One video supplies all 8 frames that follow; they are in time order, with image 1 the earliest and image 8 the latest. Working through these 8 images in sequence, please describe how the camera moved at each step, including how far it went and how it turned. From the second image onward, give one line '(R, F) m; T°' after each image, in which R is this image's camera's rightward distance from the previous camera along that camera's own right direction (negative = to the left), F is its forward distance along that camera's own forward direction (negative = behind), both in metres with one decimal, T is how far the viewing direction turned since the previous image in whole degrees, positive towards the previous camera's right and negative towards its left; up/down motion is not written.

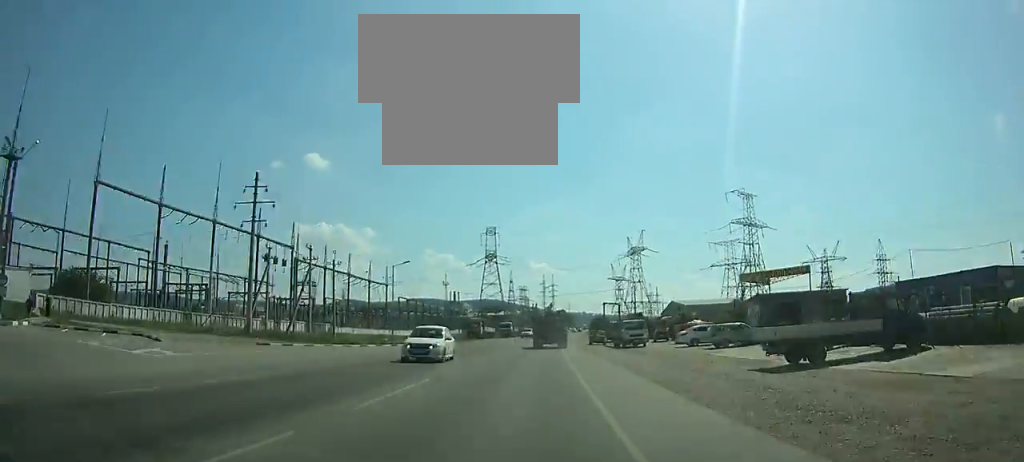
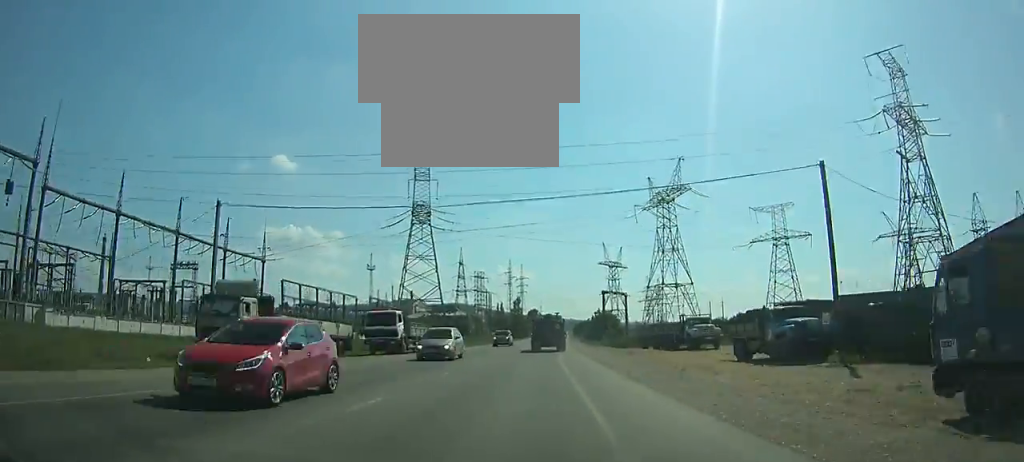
(+1.6, +70.0) m; +2°
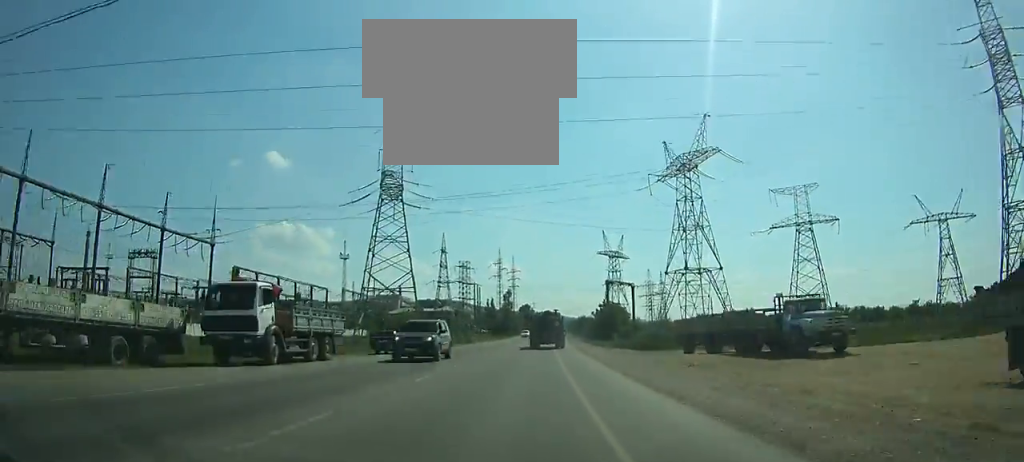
(0.0, +18.7) m; 0°
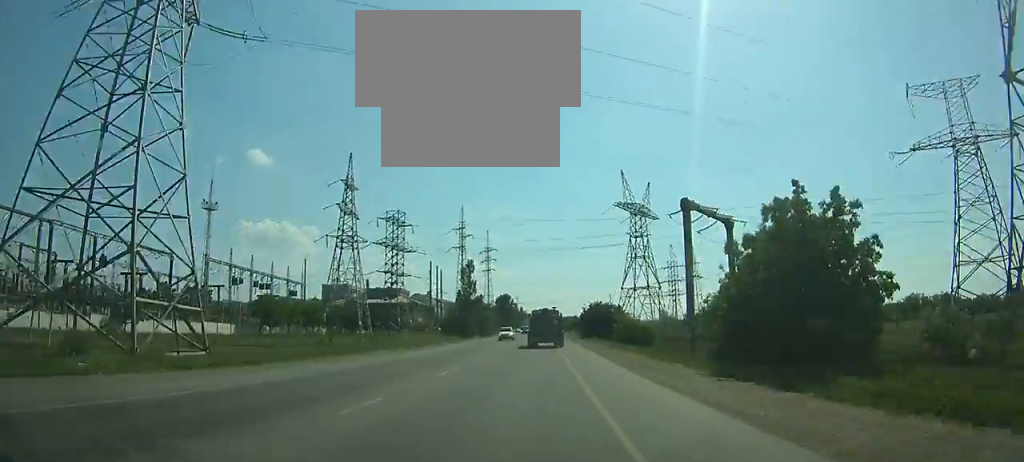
(+1.0, +61.3) m; +2°
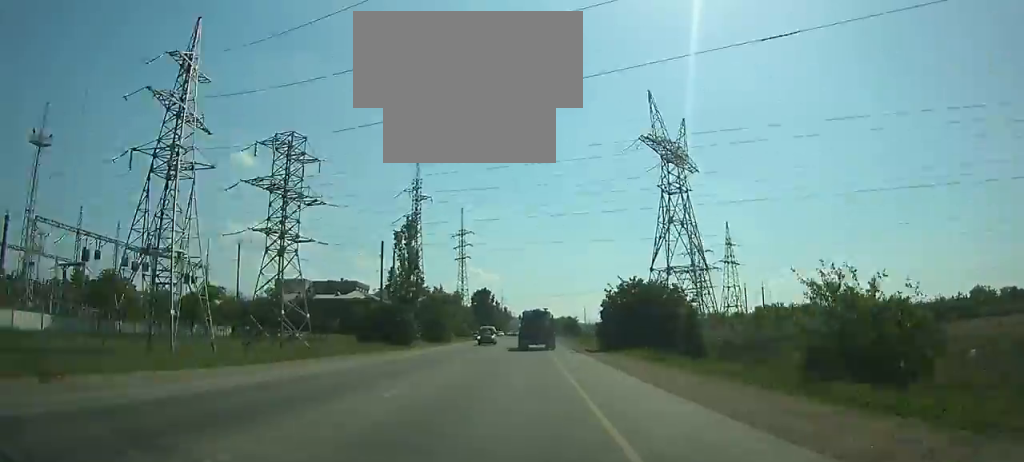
(+0.3, +35.7) m; 0°
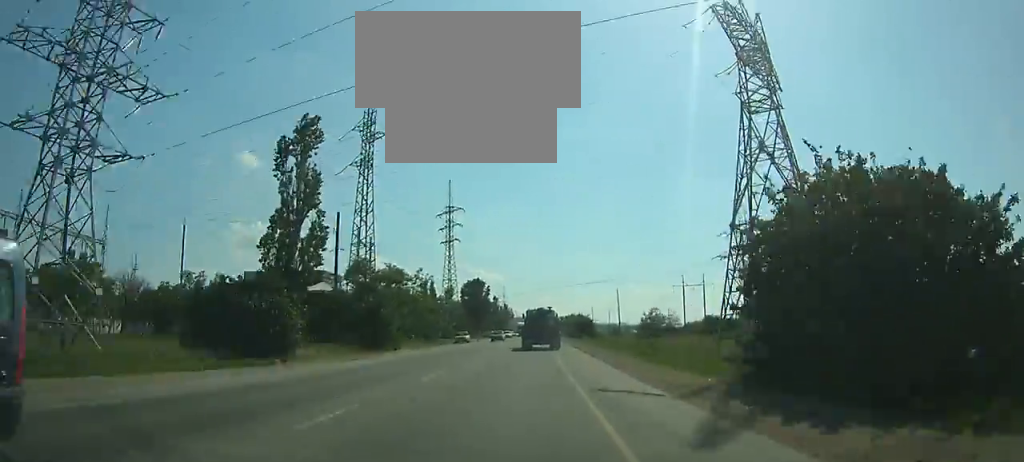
(0.0, +26.9) m; 0°
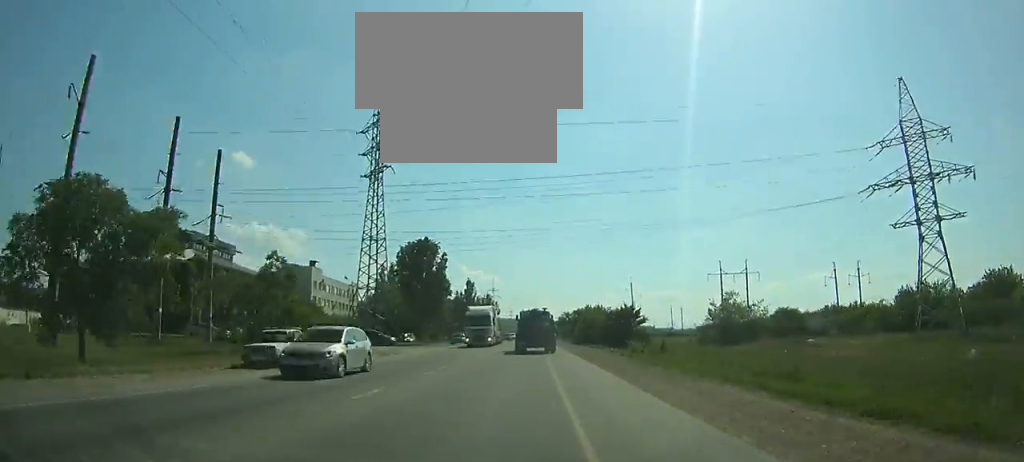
(0.0, +51.2) m; 0°
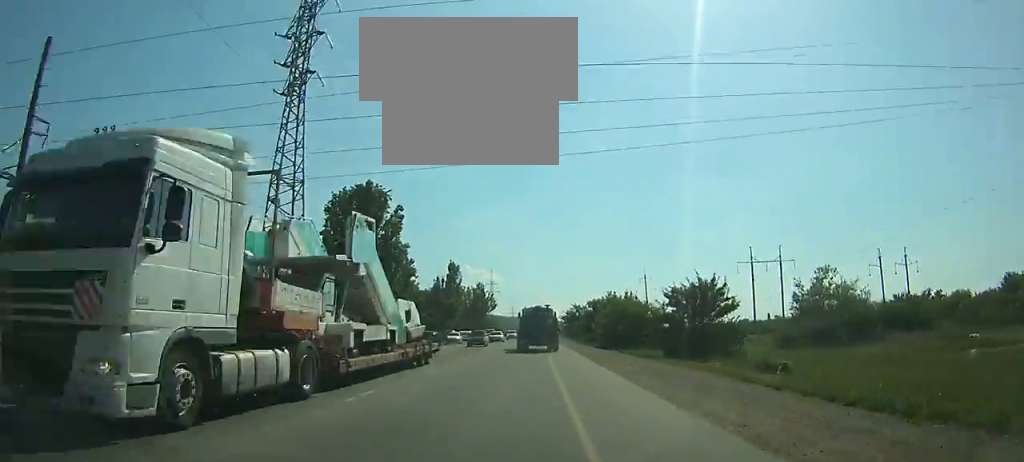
(0.0, +24.5) m; 0°
